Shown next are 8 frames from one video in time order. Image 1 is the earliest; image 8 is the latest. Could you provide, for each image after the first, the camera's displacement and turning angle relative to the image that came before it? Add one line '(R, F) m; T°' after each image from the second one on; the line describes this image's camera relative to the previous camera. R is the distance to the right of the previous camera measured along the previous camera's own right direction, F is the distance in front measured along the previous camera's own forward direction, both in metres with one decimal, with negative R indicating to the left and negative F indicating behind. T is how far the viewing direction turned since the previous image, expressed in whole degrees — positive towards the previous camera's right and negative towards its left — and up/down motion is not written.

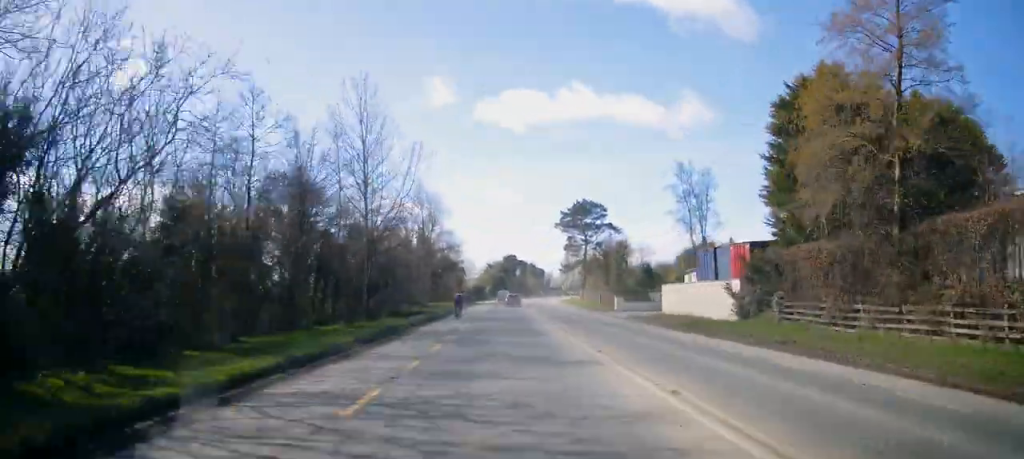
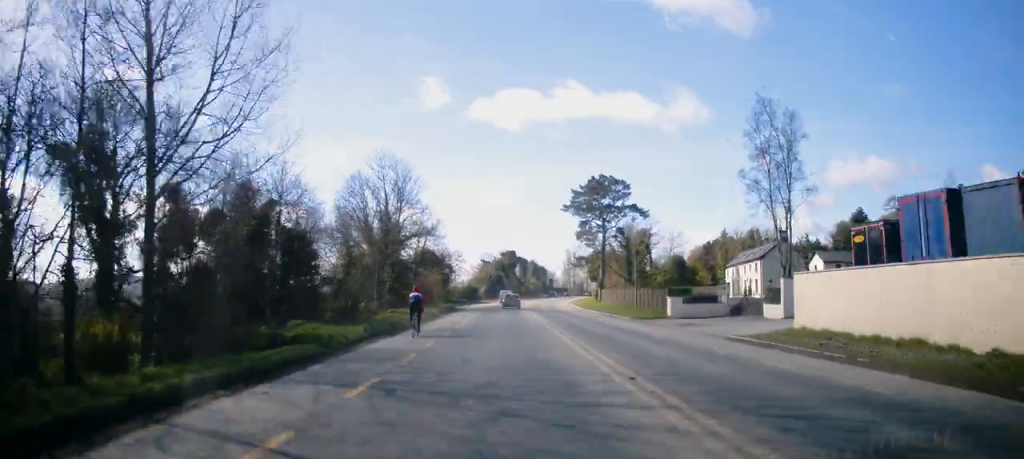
(0.0, +22.9) m; 0°
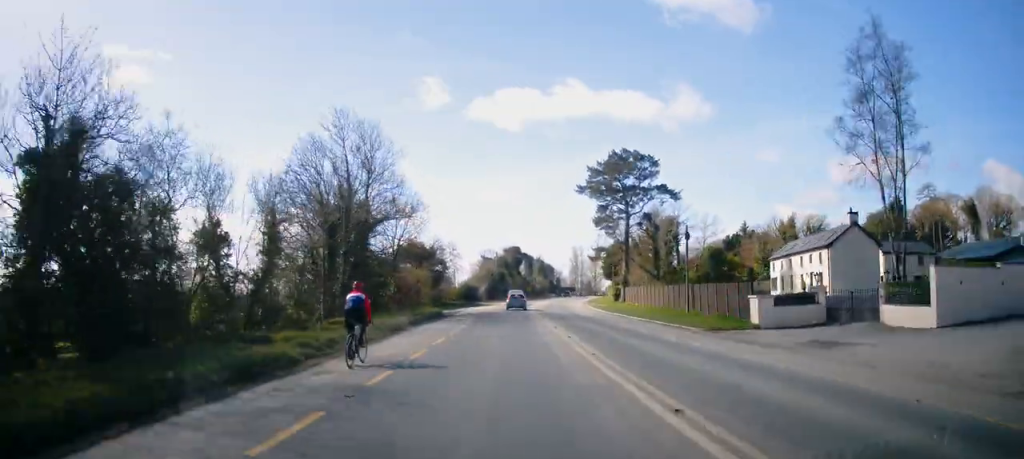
(0.0, +14.9) m; 0°
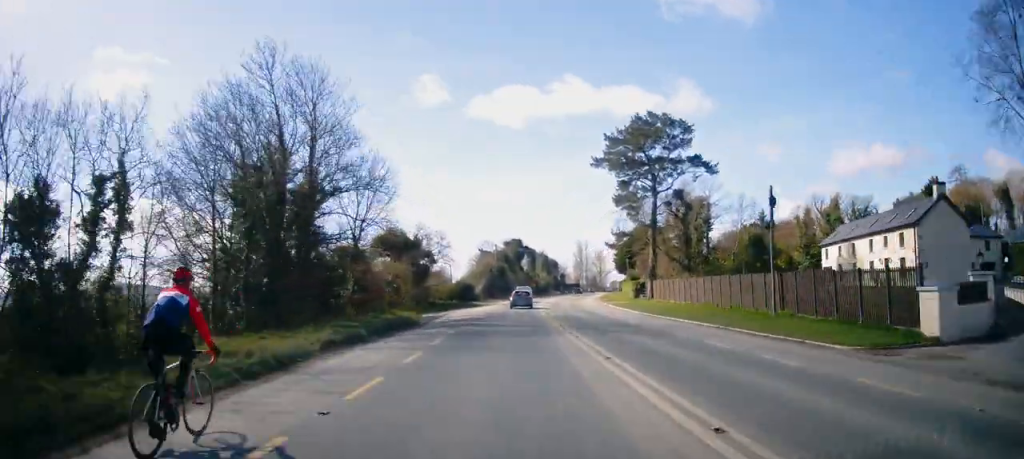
(+0.1, +13.3) m; 0°
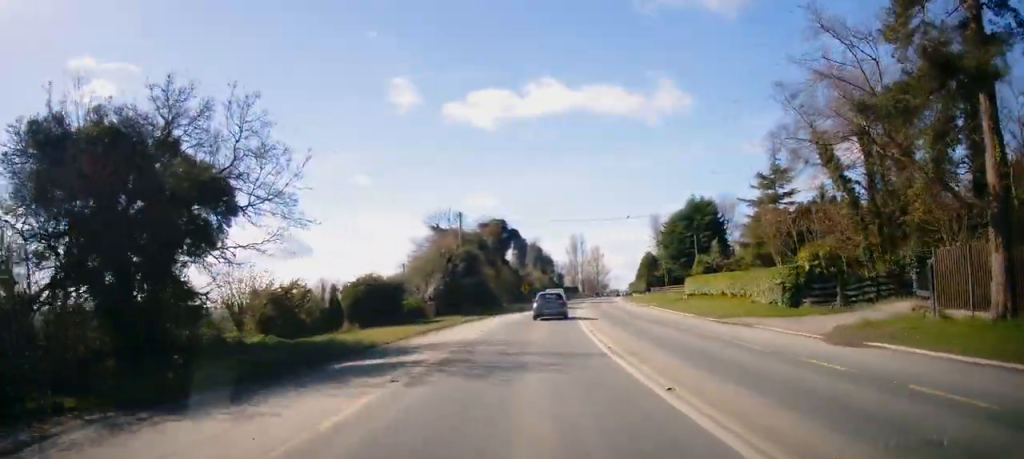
(-0.6, +45.2) m; +2°
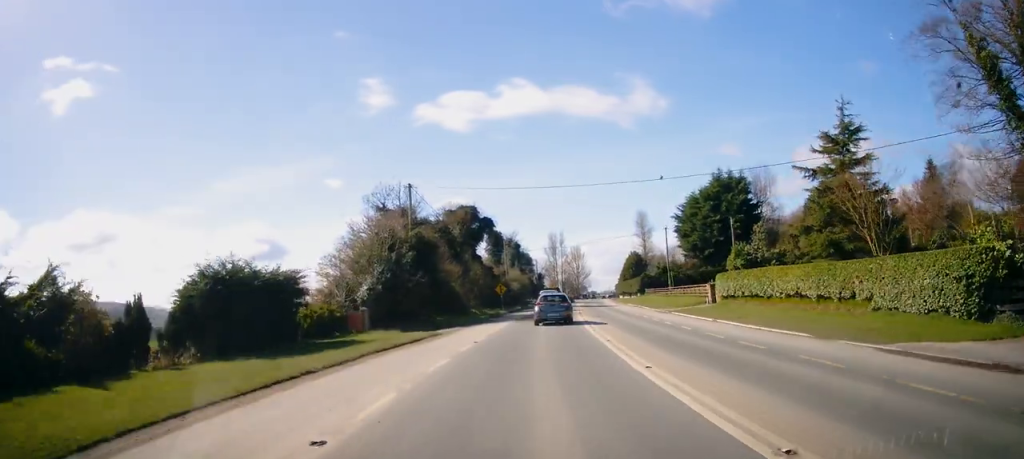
(+0.5, +15.7) m; +3°
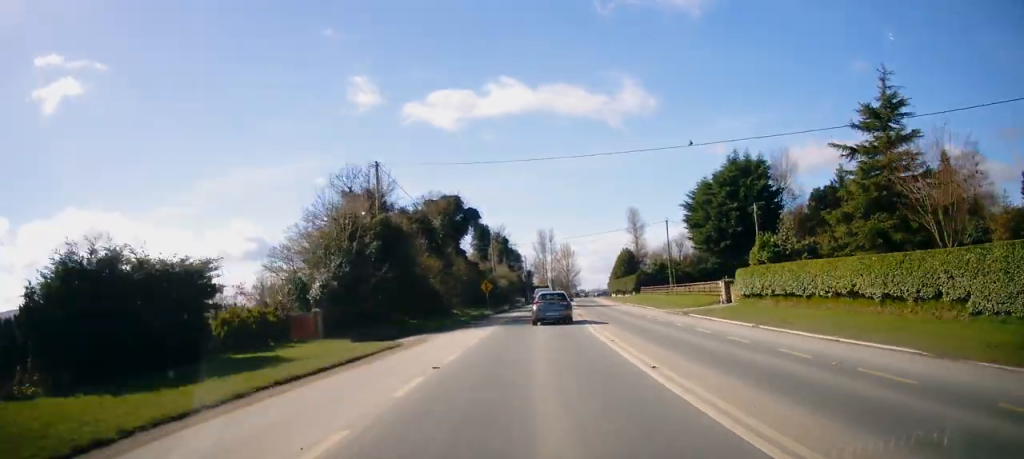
(+0.1, +6.4) m; +1°
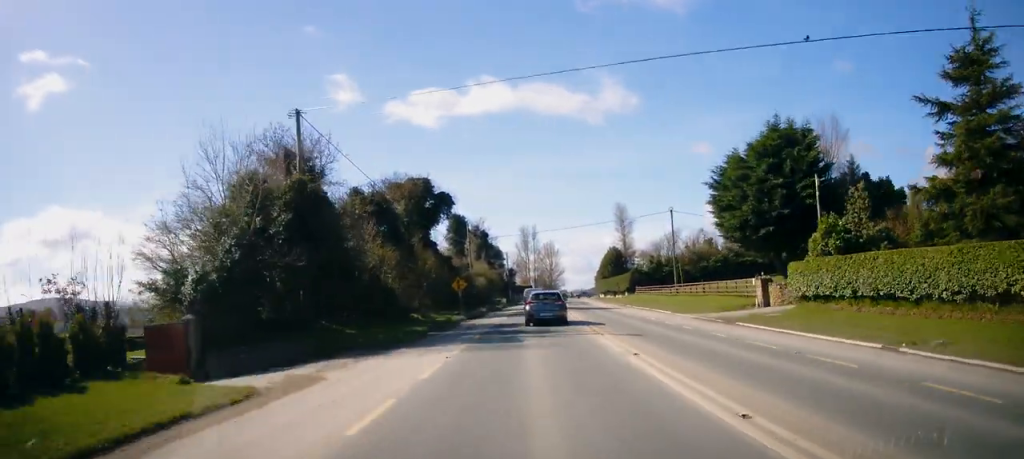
(+0.2, +10.2) m; 0°
